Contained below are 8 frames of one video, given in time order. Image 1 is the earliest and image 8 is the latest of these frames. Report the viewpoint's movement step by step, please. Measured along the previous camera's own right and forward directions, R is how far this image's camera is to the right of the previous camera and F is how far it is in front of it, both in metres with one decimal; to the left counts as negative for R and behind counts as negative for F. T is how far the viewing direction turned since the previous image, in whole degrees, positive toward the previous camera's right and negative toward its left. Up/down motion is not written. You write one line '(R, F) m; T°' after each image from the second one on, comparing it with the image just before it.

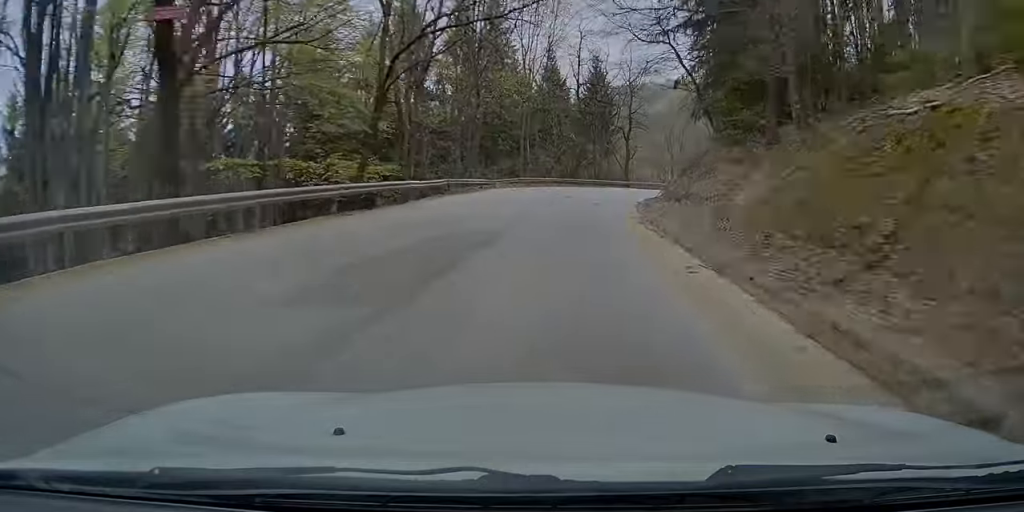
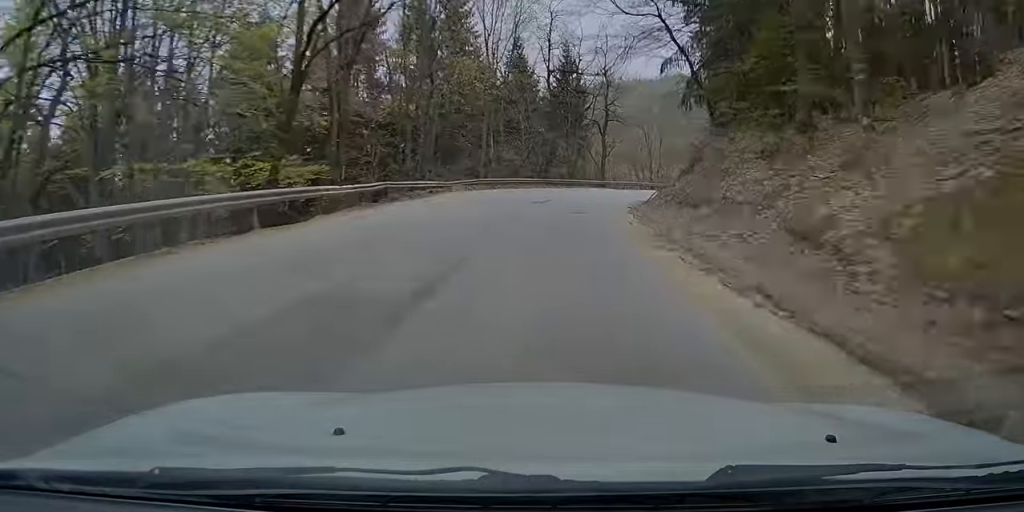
(+0.5, +6.8) m; +3°
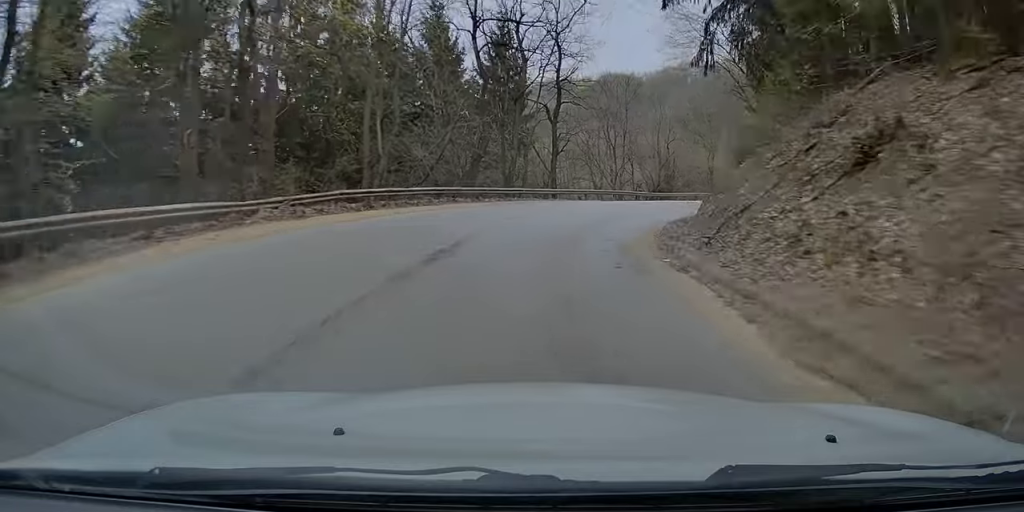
(+1.1, +17.3) m; +6°
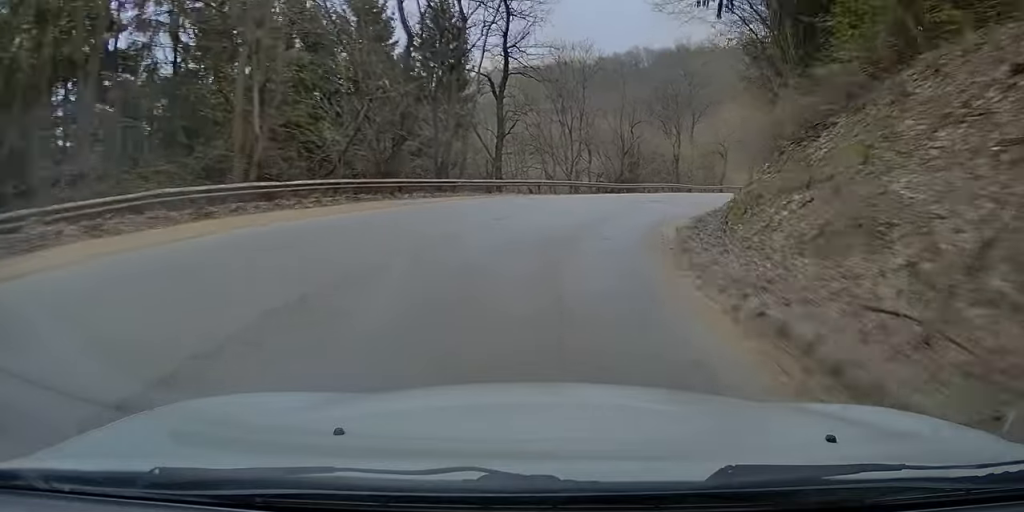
(+0.1, +7.7) m; +4°
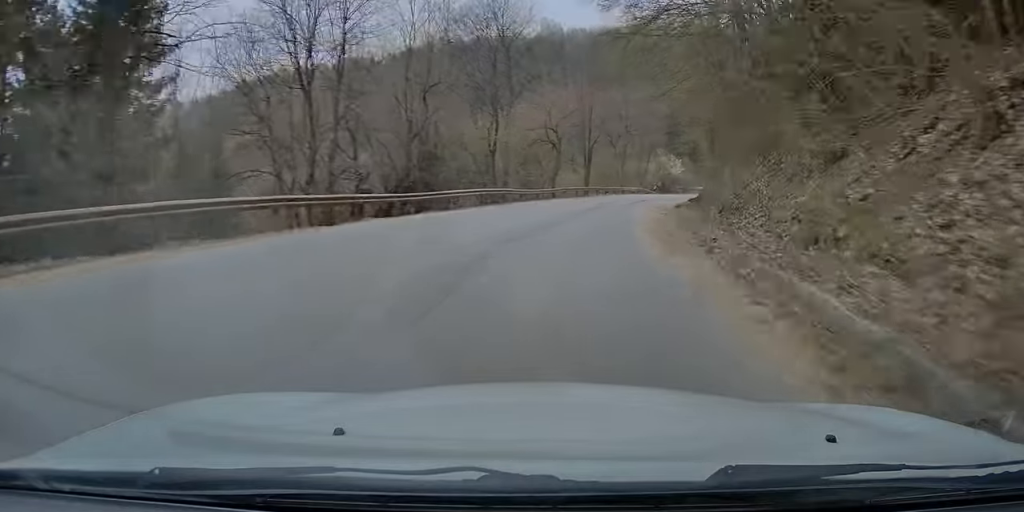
(+2.3, +20.4) m; +14°
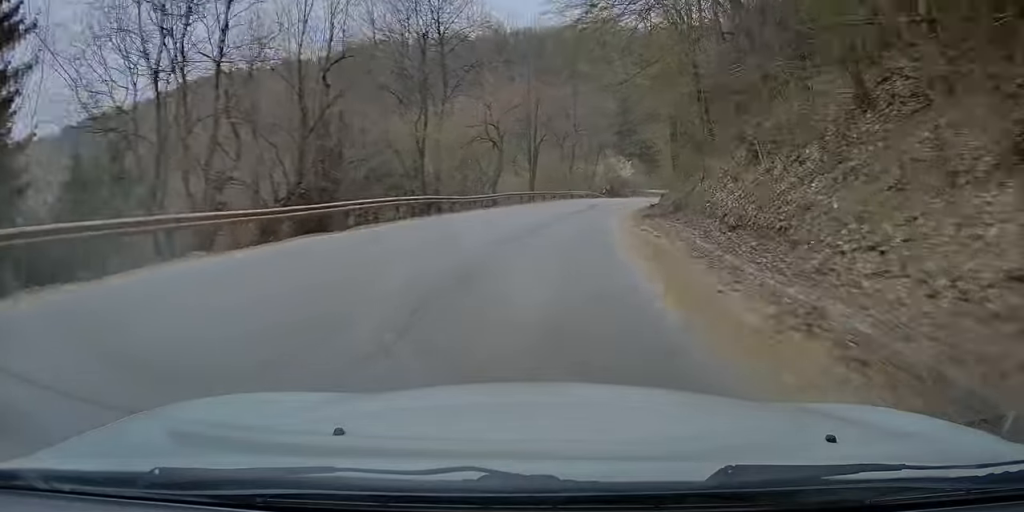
(+0.3, +6.8) m; +4°
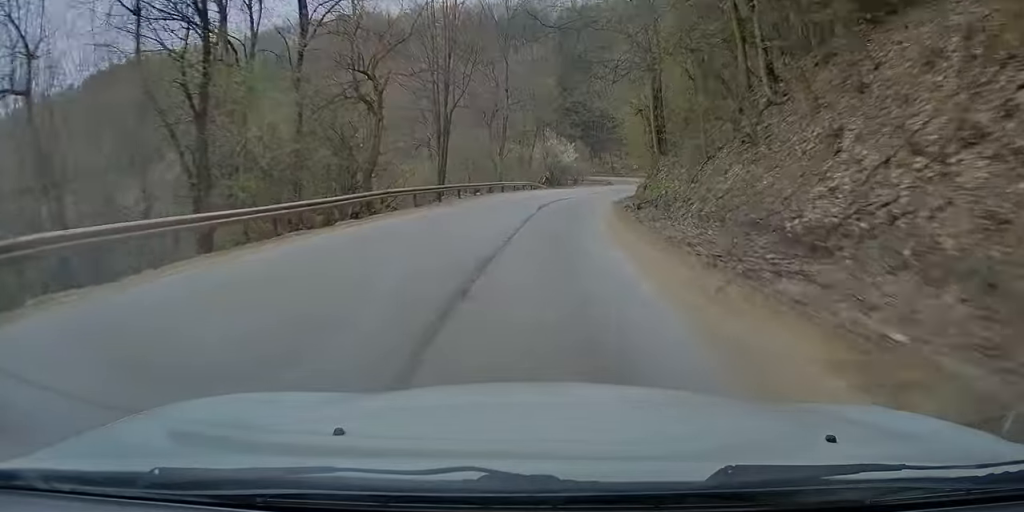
(+0.9, +17.9) m; +4°
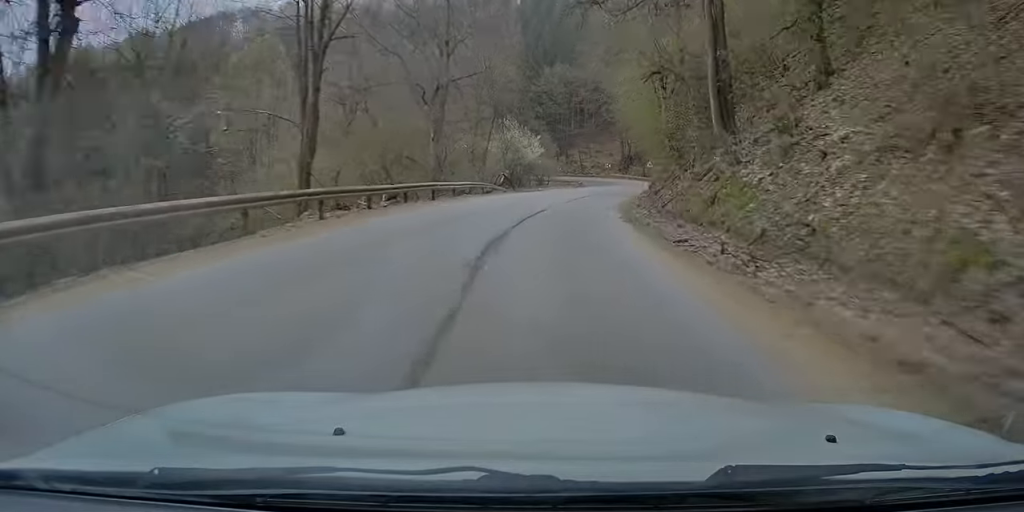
(+0.4, +16.4) m; +4°
